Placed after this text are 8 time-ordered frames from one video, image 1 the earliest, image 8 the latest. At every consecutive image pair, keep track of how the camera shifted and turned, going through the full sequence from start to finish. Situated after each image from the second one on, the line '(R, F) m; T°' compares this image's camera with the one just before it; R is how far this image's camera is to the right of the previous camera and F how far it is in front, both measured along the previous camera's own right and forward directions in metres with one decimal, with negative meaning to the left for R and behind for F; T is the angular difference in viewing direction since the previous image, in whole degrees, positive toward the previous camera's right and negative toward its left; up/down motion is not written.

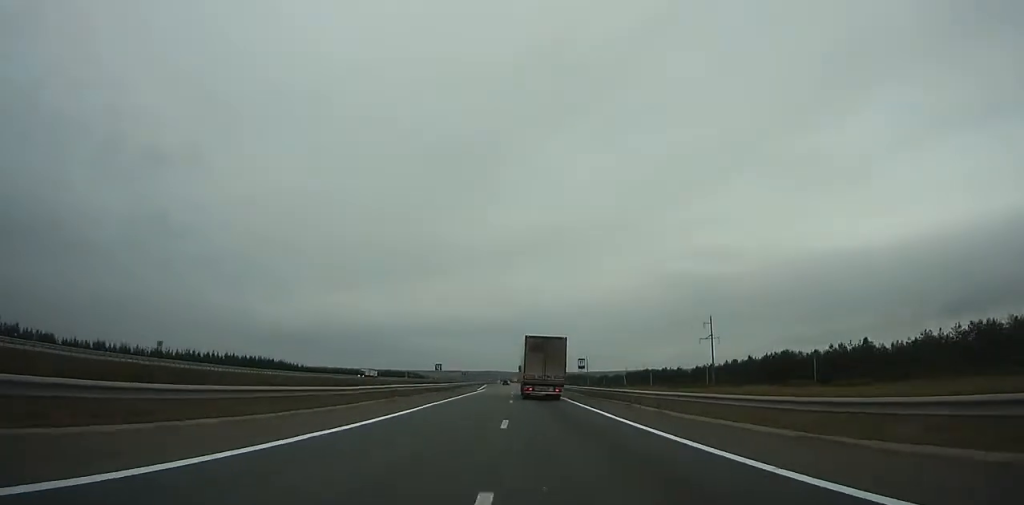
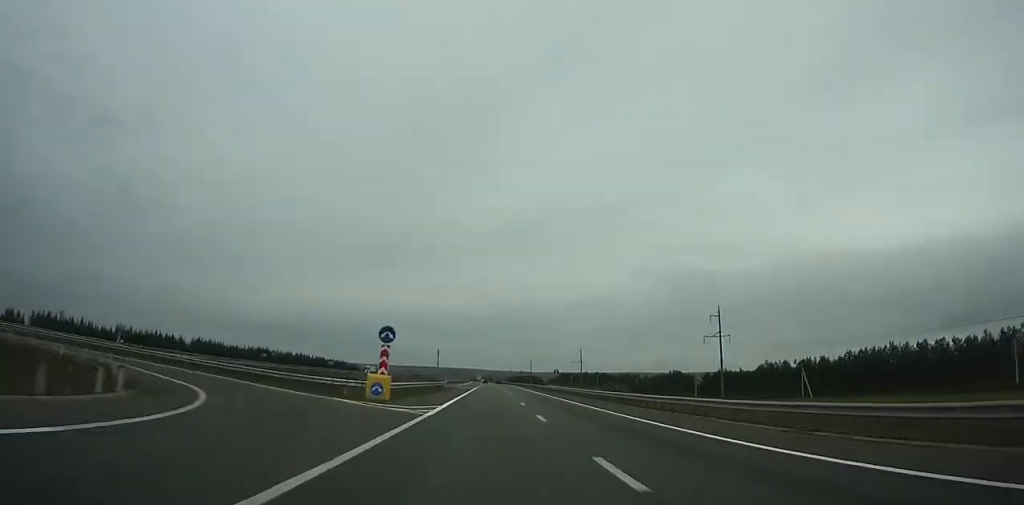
(+0.9, +239.4) m; +1°
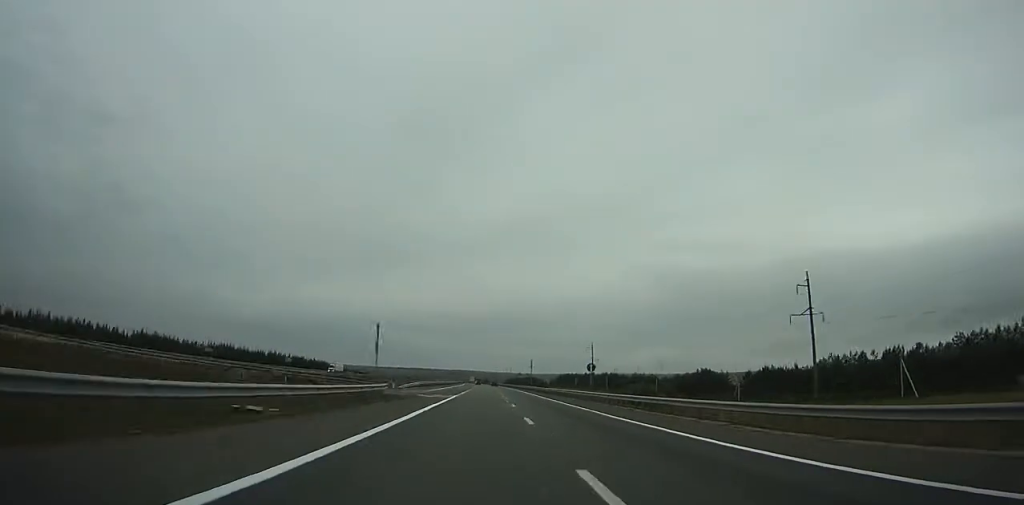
(+0.1, +38.2) m; 0°
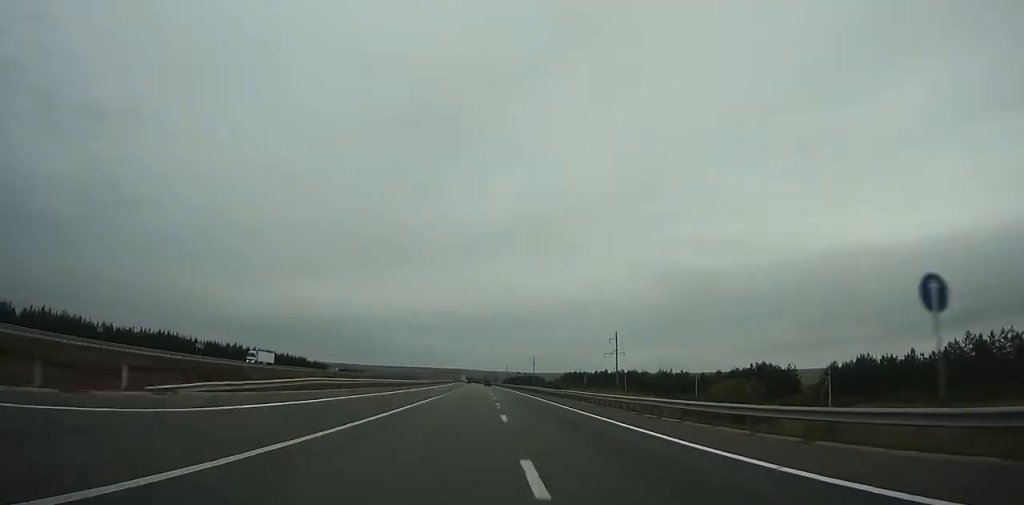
(+0.2, +46.6) m; 0°
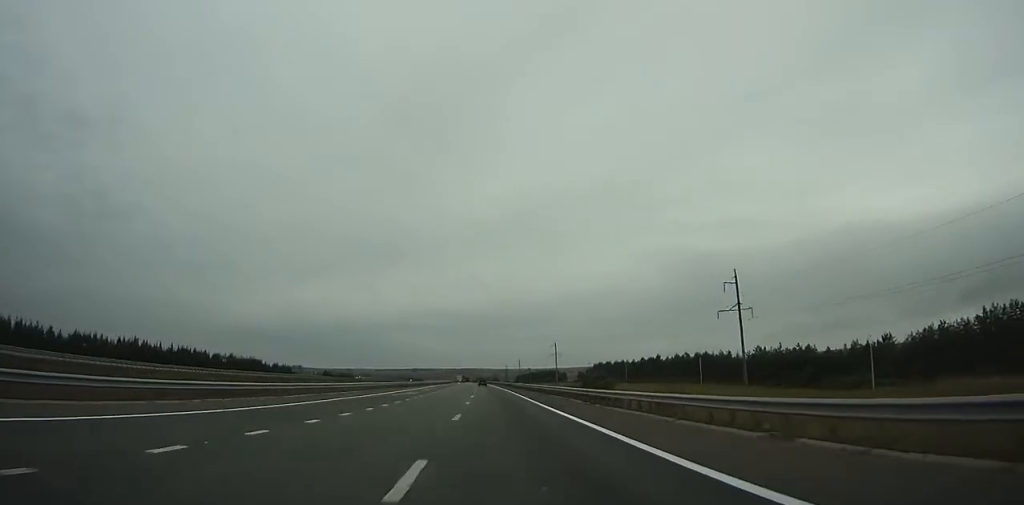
(+0.1, +83.3) m; -1°
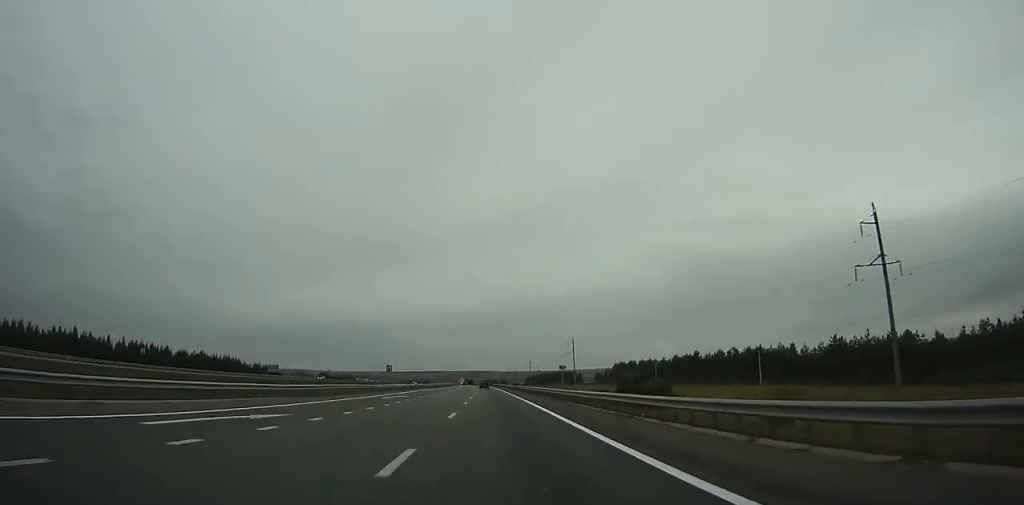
(0.0, +33.8) m; -1°
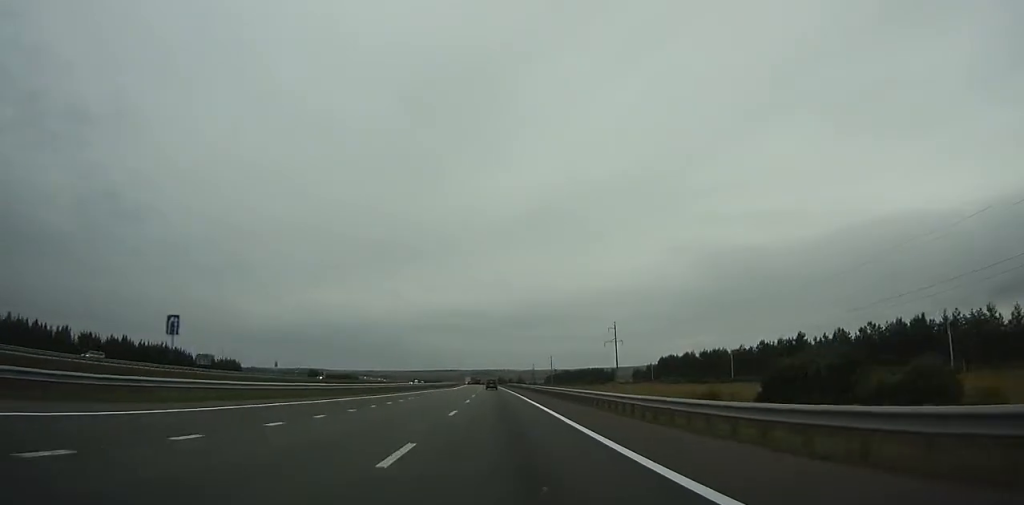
(-0.6, +57.6) m; -1°
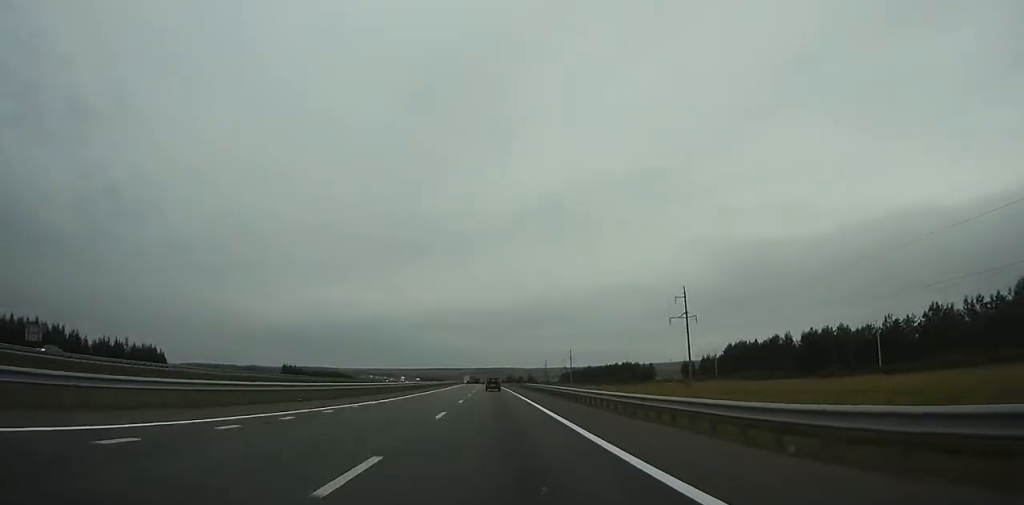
(-0.6, +61.2) m; -1°
